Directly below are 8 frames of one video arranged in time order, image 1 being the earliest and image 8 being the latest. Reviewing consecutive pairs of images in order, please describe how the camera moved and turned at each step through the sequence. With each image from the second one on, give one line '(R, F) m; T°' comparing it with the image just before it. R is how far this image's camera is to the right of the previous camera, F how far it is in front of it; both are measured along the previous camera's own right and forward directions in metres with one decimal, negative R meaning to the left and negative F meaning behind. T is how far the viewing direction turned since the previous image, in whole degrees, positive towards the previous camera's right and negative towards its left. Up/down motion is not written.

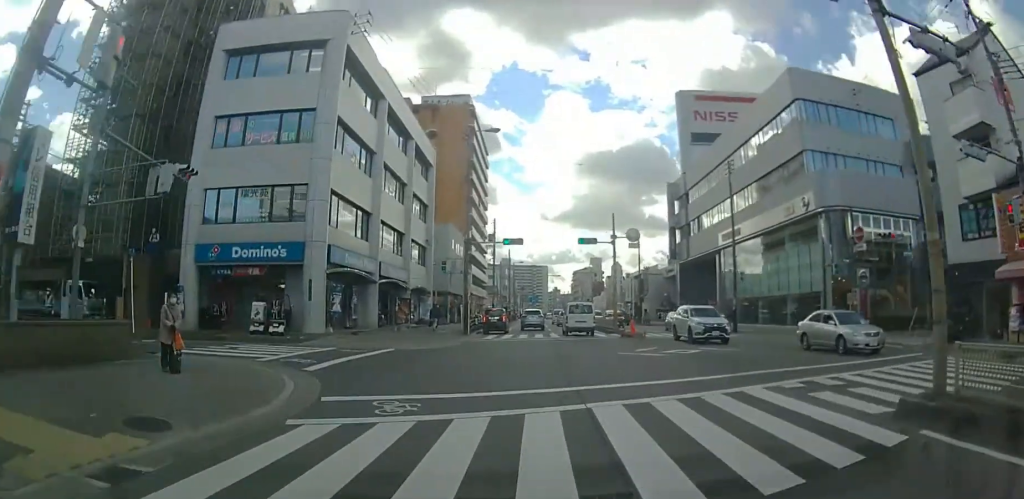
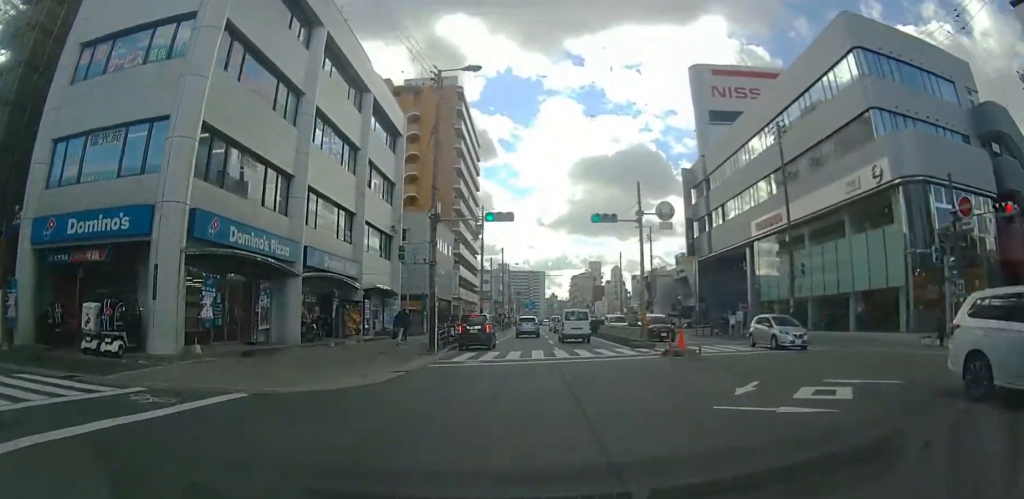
(0.0, +9.8) m; 0°
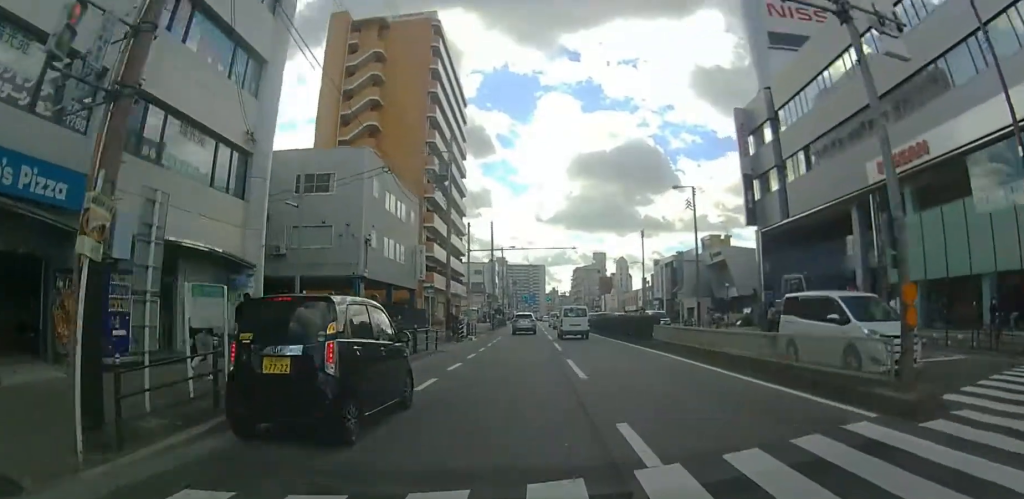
(0.0, +18.3) m; 0°
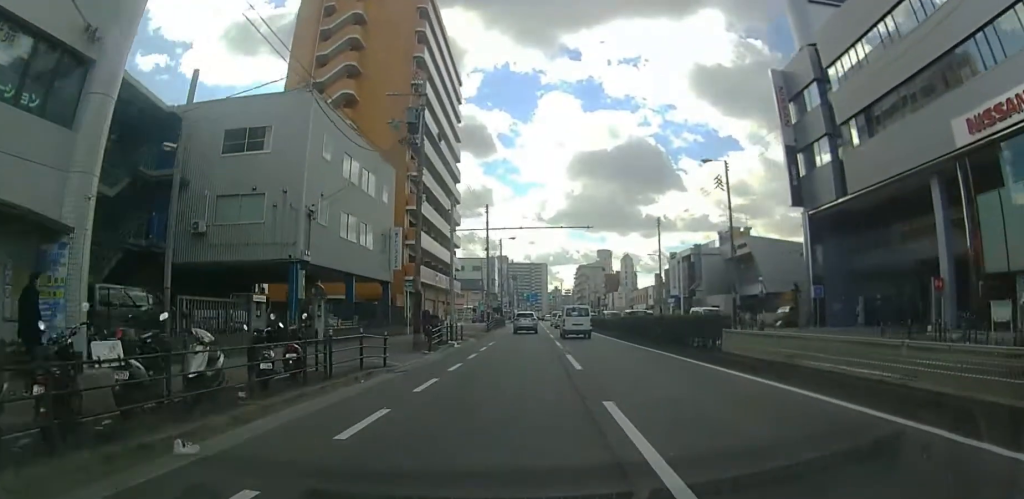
(0.0, +8.5) m; 0°
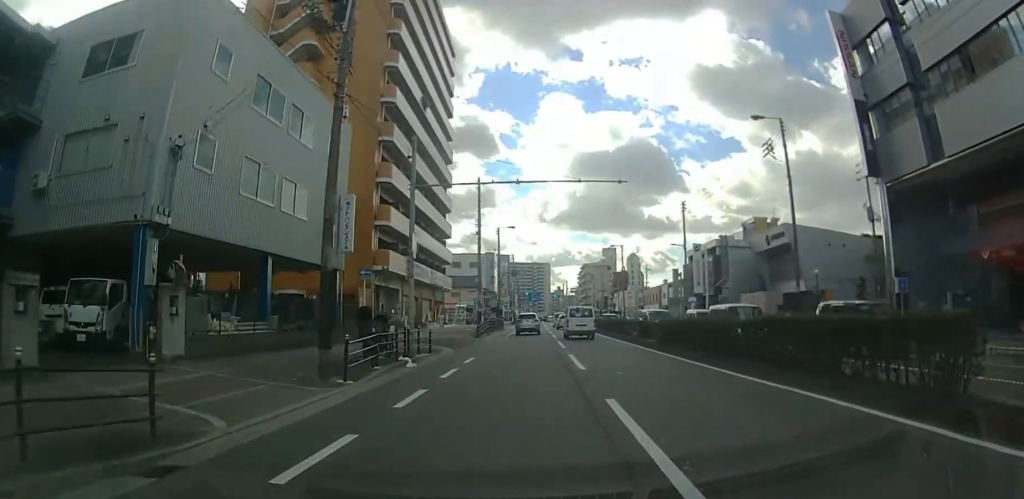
(0.0, +9.8) m; 0°
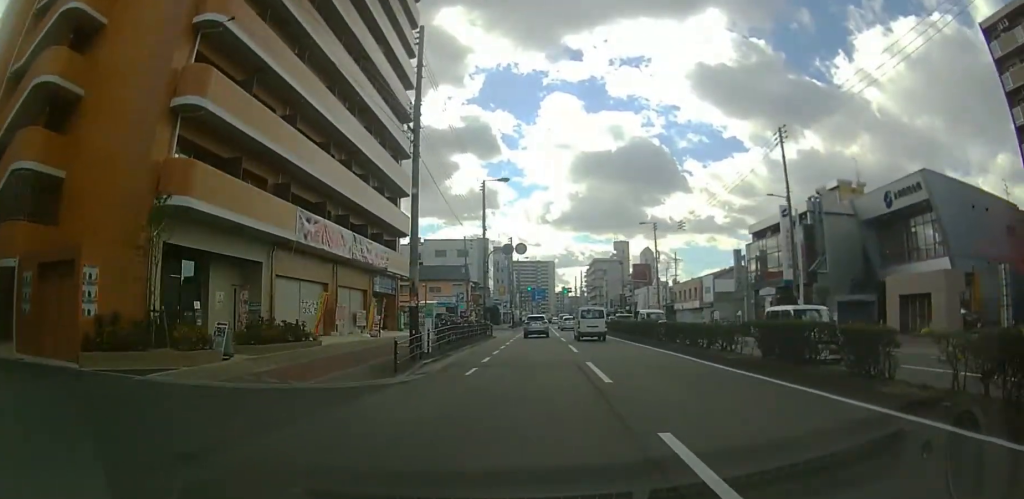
(0.0, +22.5) m; 0°
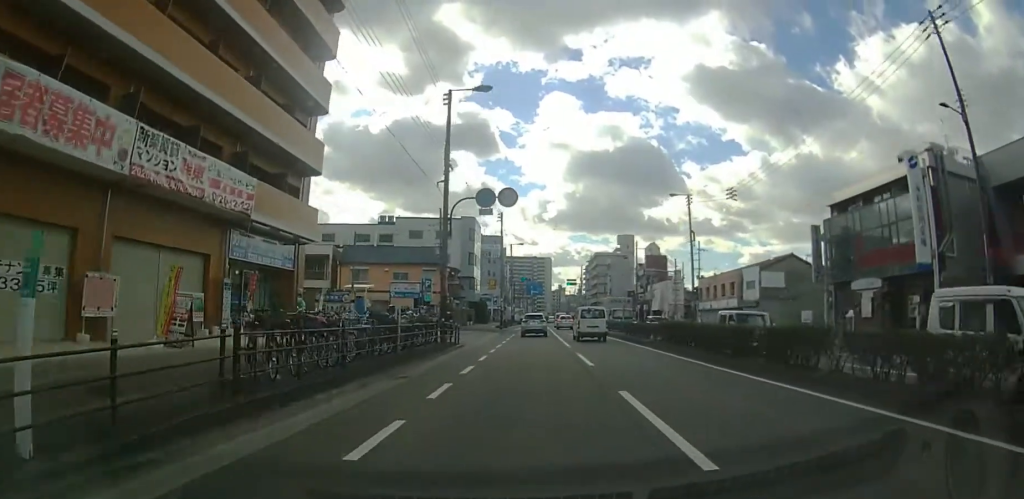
(+0.1, +16.9) m; +1°
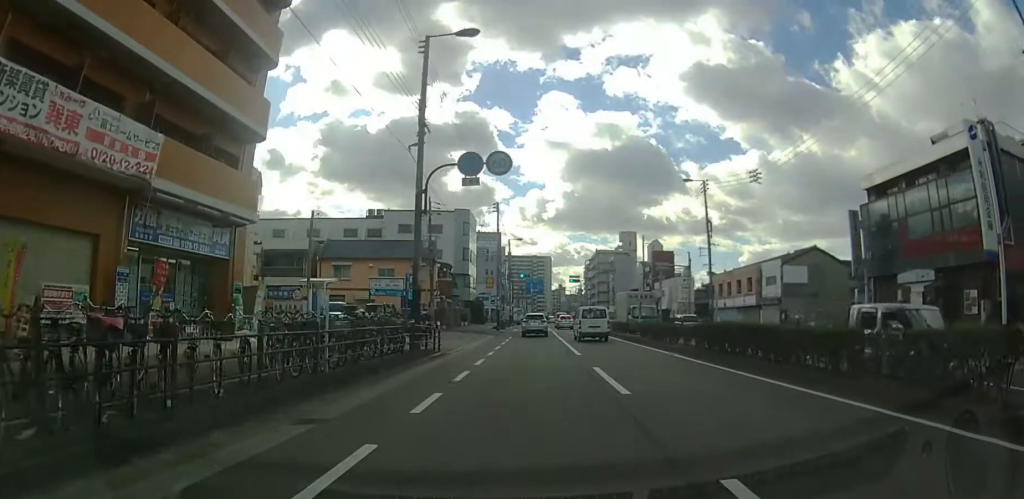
(0.0, +5.5) m; 0°
